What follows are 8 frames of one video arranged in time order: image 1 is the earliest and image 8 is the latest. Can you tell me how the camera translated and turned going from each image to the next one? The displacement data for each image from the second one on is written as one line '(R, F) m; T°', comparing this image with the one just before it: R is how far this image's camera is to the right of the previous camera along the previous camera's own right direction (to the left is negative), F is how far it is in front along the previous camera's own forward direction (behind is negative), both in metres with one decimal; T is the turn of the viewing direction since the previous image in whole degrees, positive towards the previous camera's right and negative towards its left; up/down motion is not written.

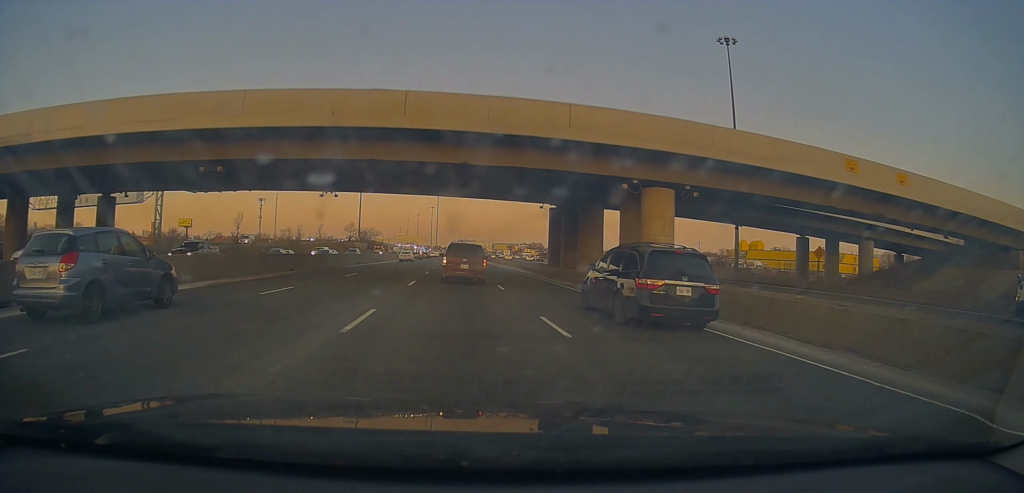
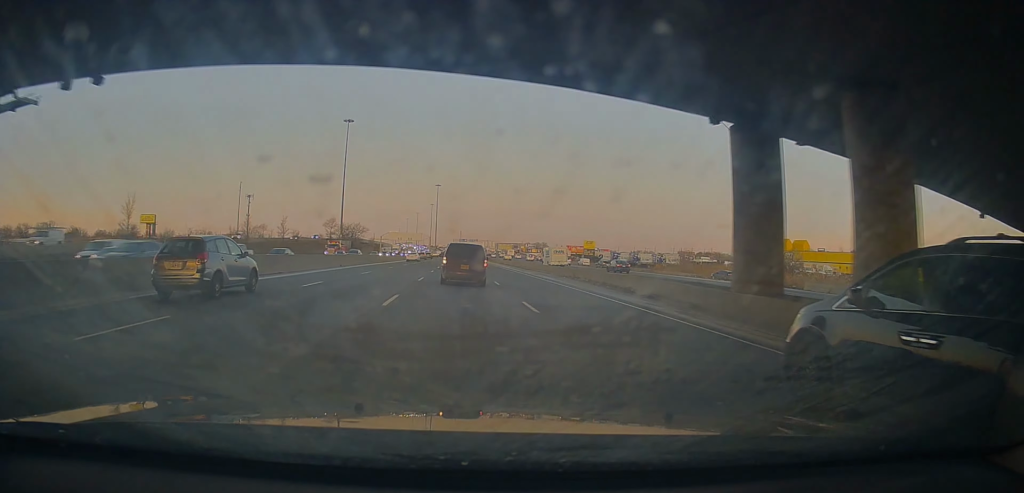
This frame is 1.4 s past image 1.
(+0.2, +32.3) m; +1°
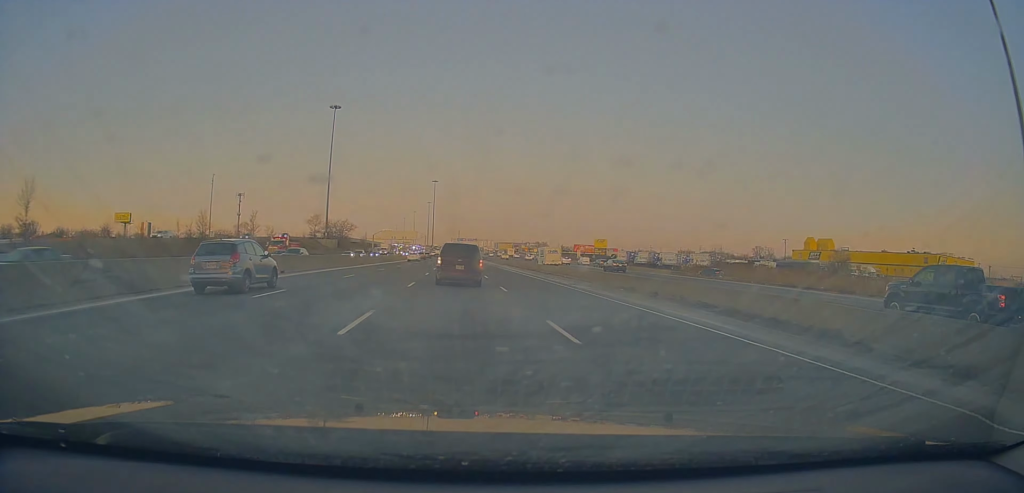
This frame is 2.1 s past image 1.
(+0.4, +16.4) m; -1°
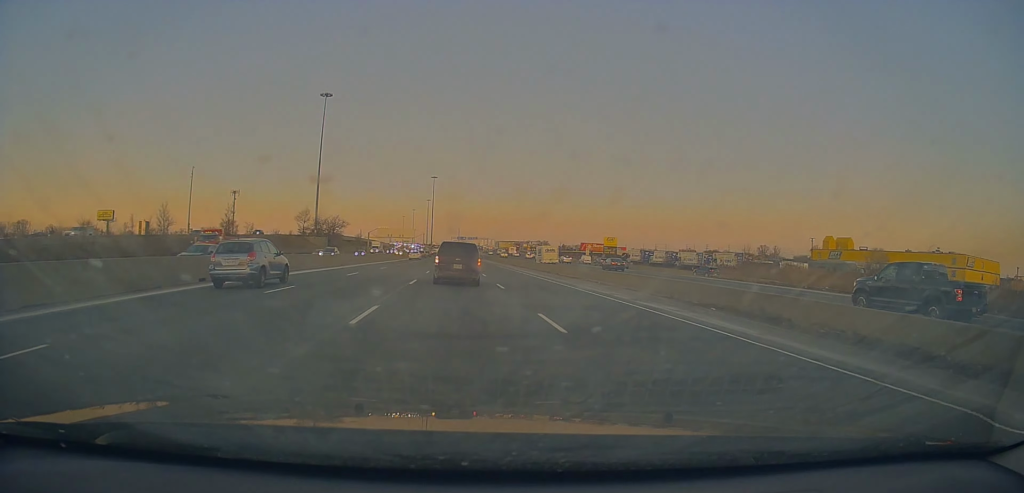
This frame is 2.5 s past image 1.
(-0.2, +11.0) m; 0°
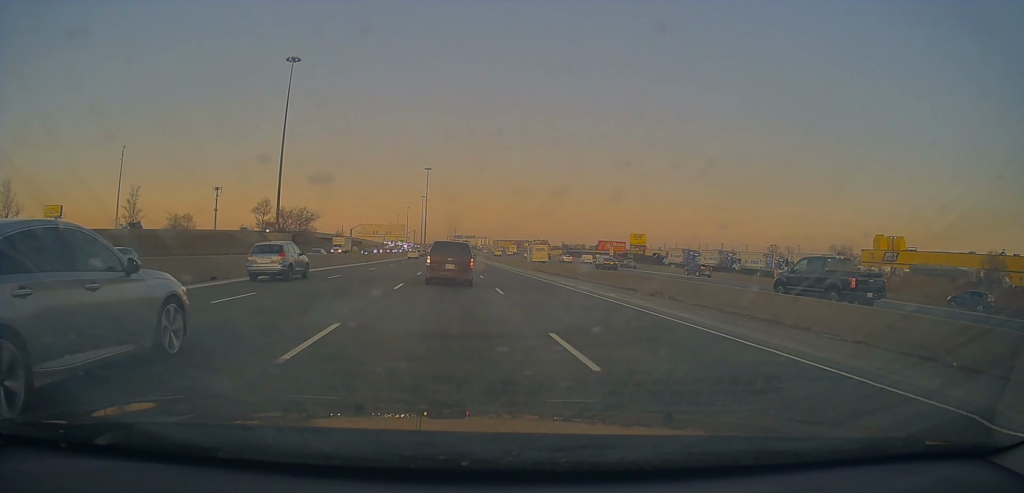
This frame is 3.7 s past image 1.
(-0.1, +27.6) m; +1°
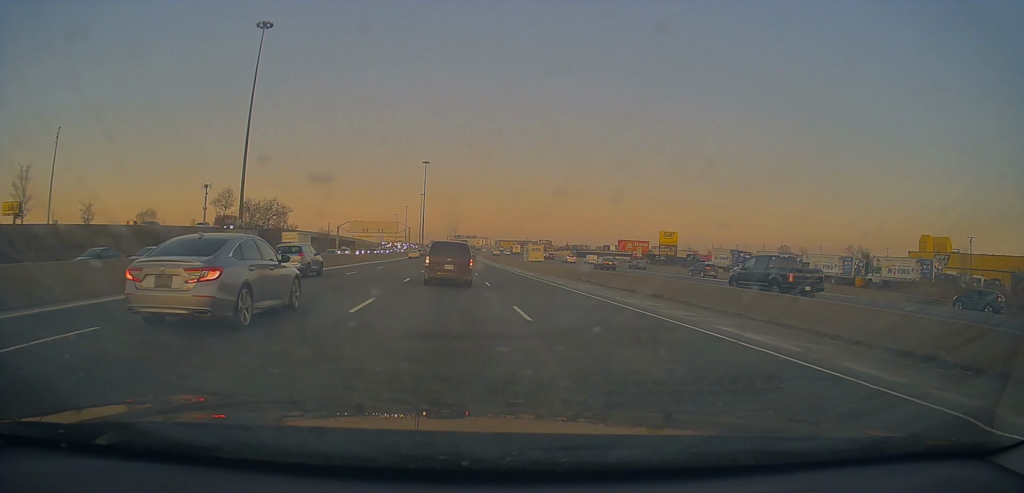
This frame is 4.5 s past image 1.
(+0.3, +19.8) m; 0°
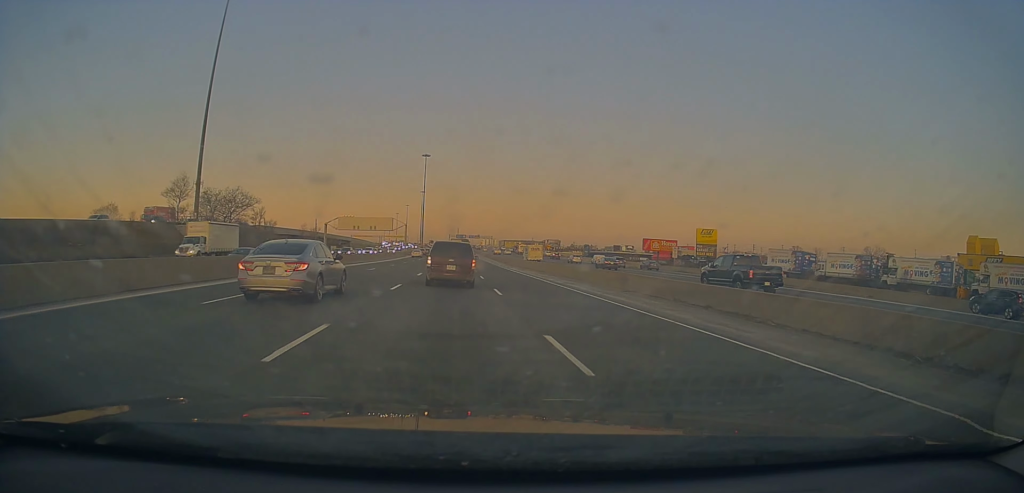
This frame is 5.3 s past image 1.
(-0.3, +17.4) m; -1°
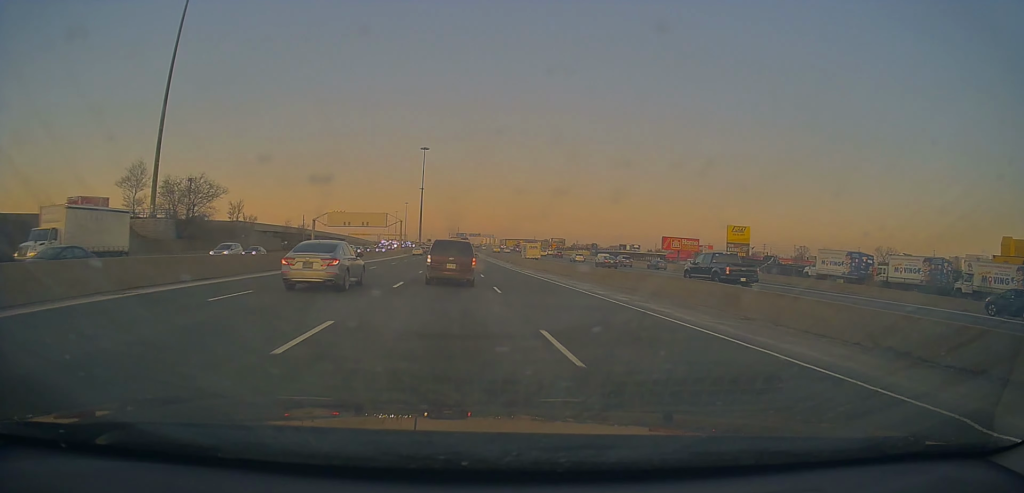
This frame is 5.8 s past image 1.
(0.0, +11.9) m; 0°
